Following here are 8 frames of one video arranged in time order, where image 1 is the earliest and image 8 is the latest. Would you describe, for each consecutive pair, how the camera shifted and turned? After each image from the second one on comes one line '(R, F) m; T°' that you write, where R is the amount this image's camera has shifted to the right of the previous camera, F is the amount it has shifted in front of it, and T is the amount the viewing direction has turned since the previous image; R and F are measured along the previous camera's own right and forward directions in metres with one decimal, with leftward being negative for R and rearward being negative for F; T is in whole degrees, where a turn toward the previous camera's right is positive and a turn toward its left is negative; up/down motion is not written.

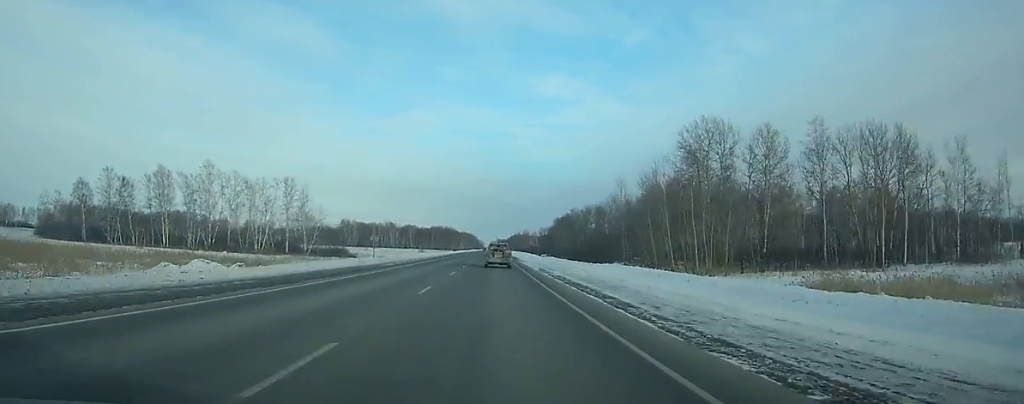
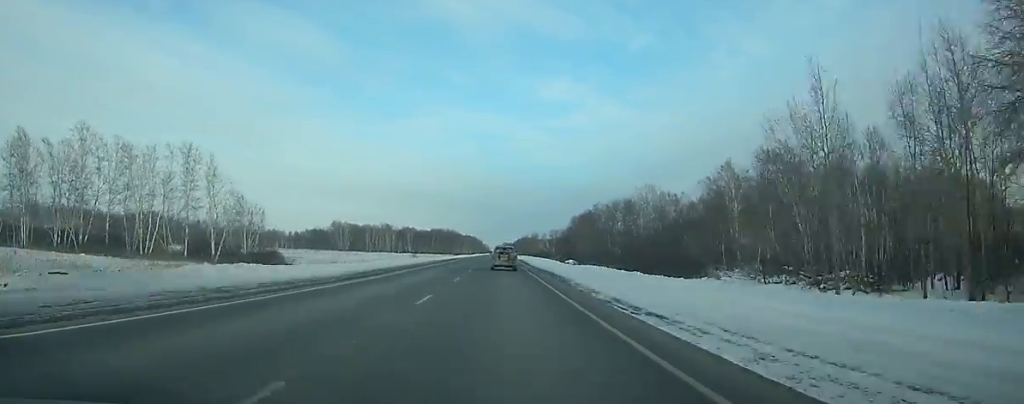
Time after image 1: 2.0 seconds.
(+0.1, +50.7) m; 0°
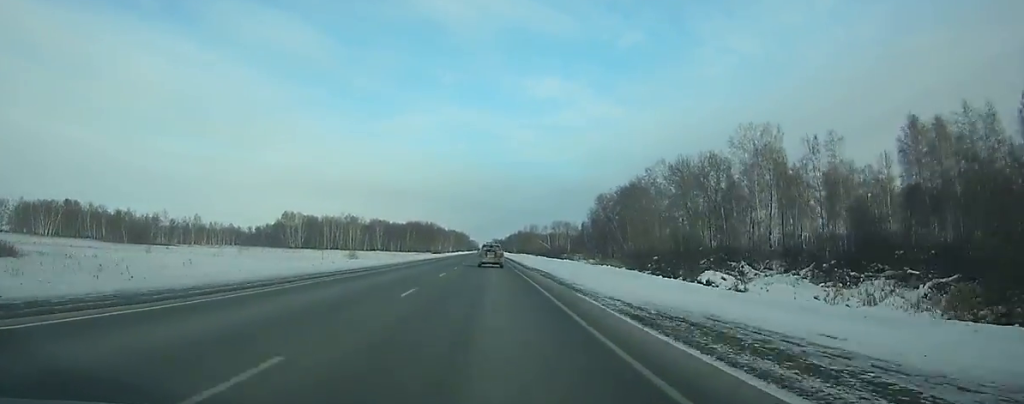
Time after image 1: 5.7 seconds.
(+0.1, +93.3) m; 0°
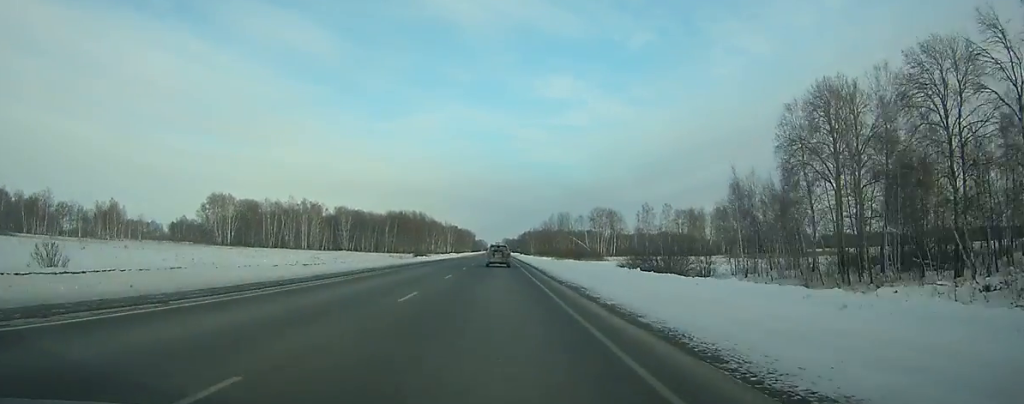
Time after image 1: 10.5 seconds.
(-0.2, +119.8) m; 0°
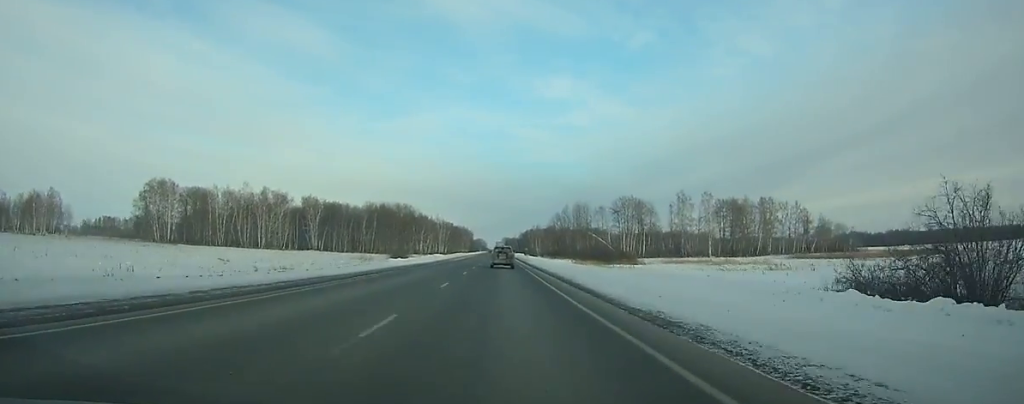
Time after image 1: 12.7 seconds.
(-0.1, +54.3) m; 0°
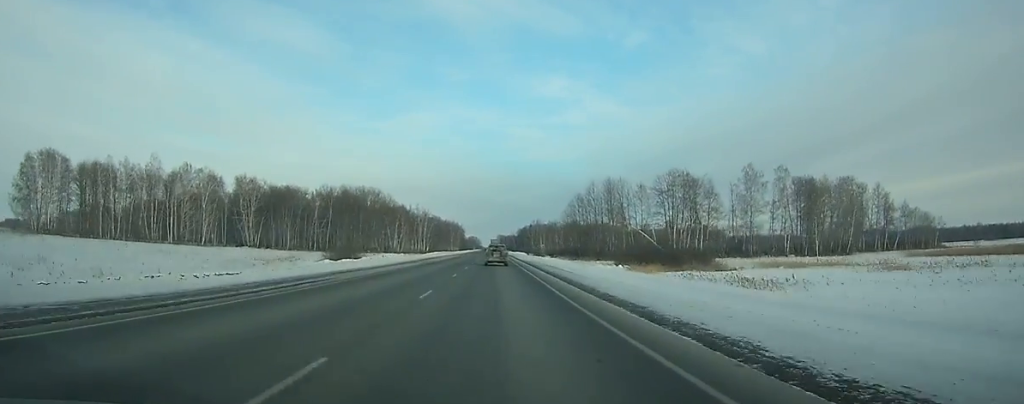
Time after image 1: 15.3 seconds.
(0.0, +63.6) m; 0°
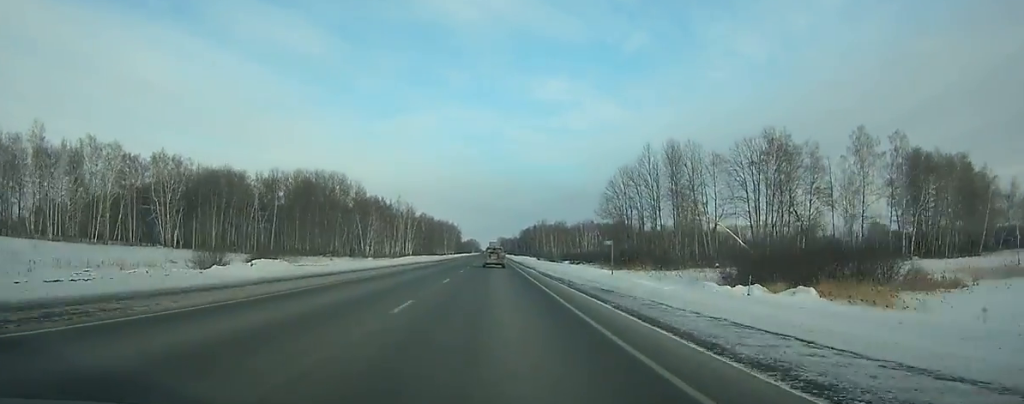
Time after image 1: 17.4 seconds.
(+0.1, +51.3) m; 0°
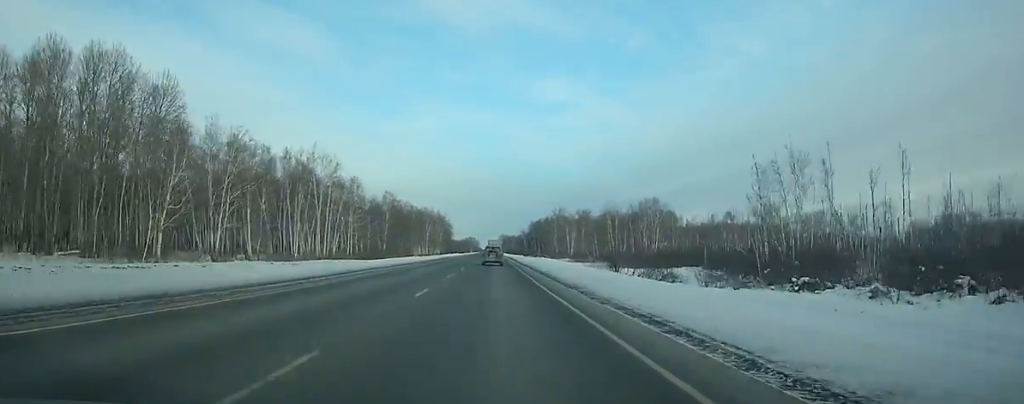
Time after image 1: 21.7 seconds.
(+0.1, +105.0) m; 0°
